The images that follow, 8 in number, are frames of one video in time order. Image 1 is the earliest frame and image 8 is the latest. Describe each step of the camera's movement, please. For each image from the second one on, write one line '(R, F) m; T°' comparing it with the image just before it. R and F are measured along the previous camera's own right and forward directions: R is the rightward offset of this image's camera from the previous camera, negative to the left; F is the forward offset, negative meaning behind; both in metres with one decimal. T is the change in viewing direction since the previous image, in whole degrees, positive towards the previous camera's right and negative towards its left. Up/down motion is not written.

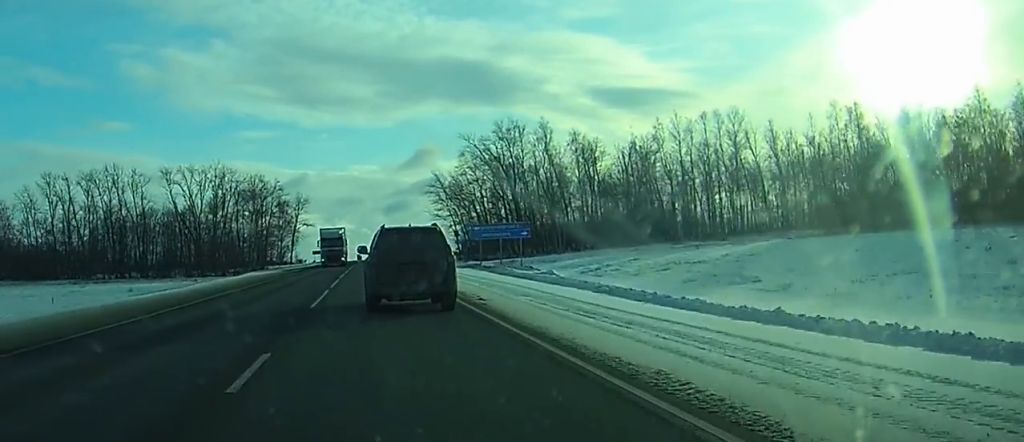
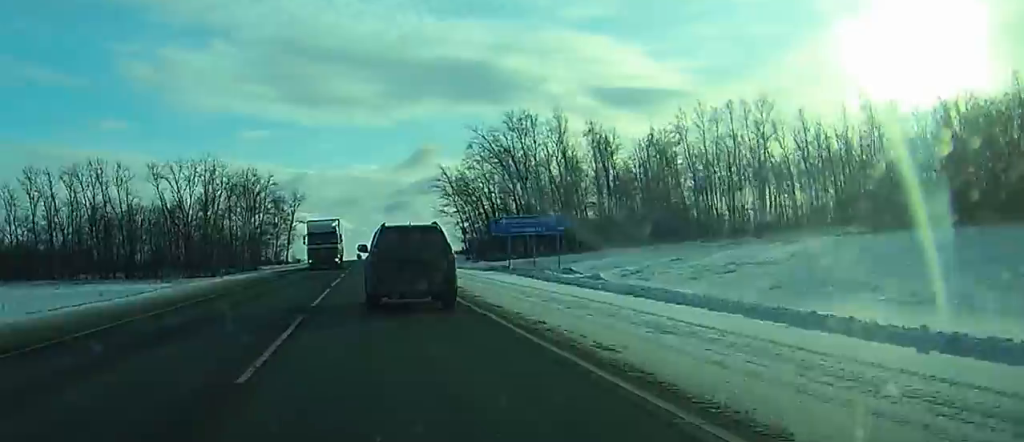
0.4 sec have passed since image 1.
(0.0, +13.7) m; 0°
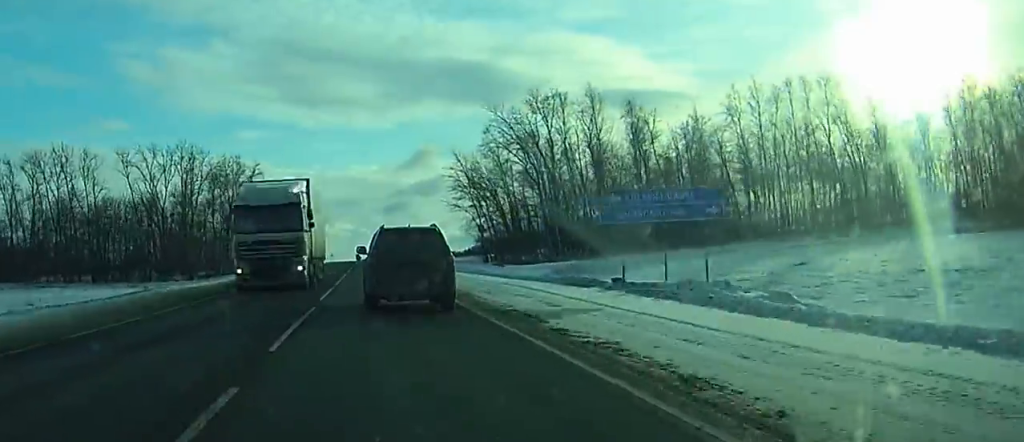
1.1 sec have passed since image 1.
(0.0, +25.2) m; 0°
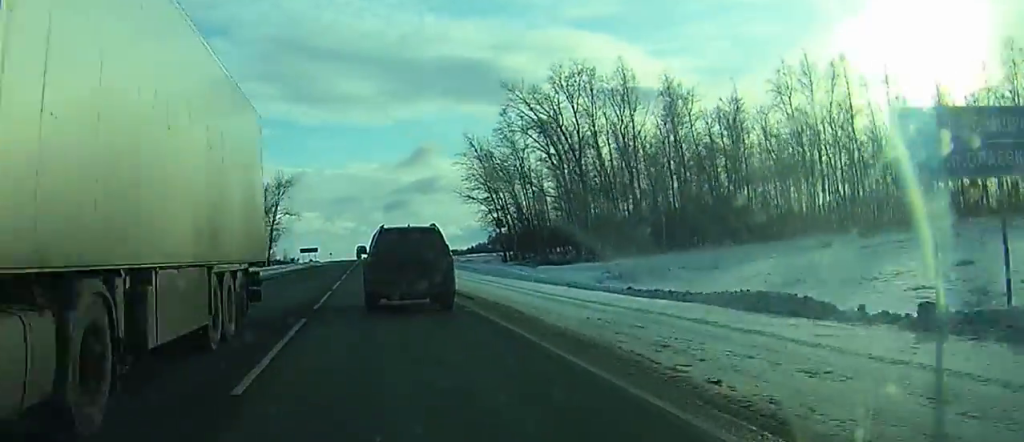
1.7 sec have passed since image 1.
(0.0, +18.4) m; 0°
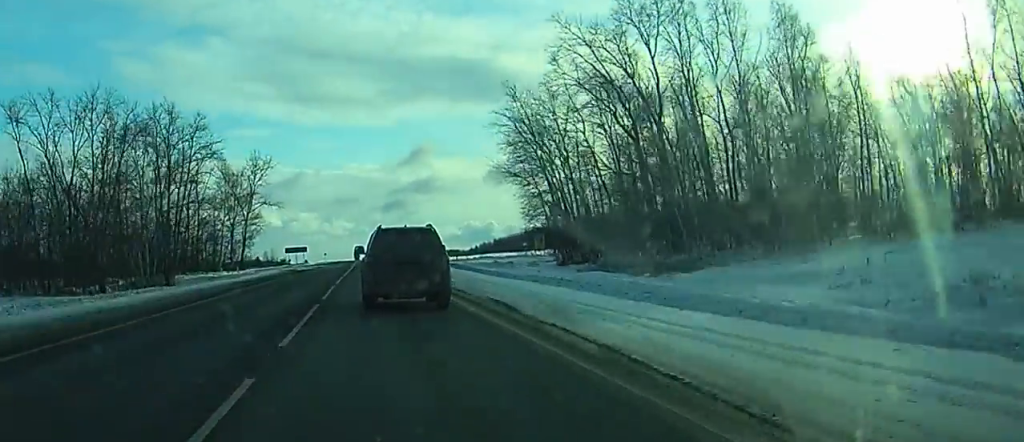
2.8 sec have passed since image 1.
(0.0, +36.1) m; 0°
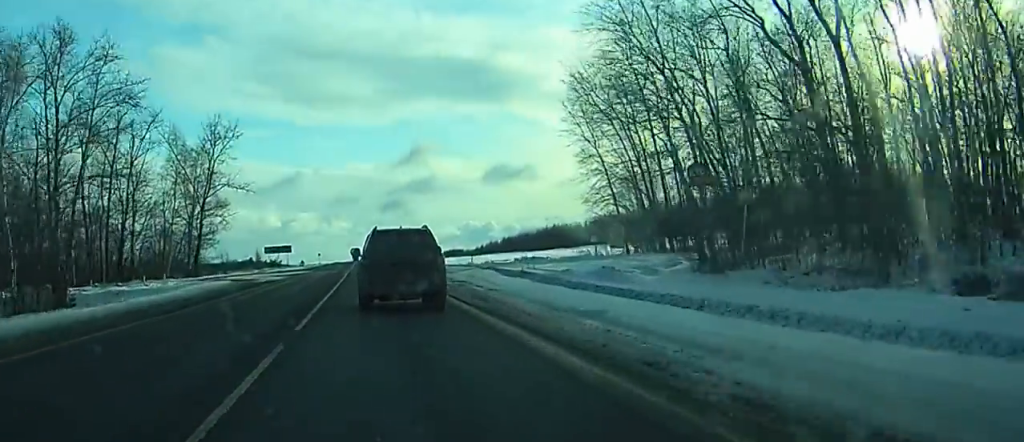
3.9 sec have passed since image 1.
(-0.1, +32.3) m; 0°
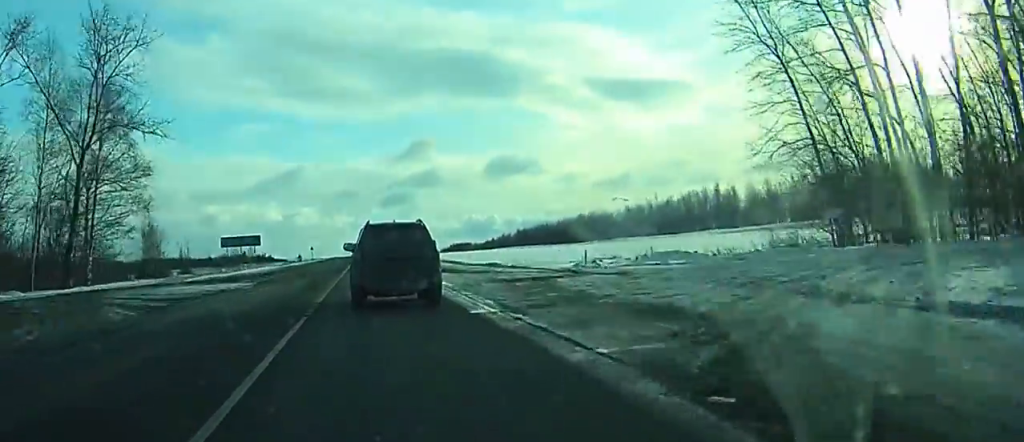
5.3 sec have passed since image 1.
(-0.3, +31.6) m; -1°
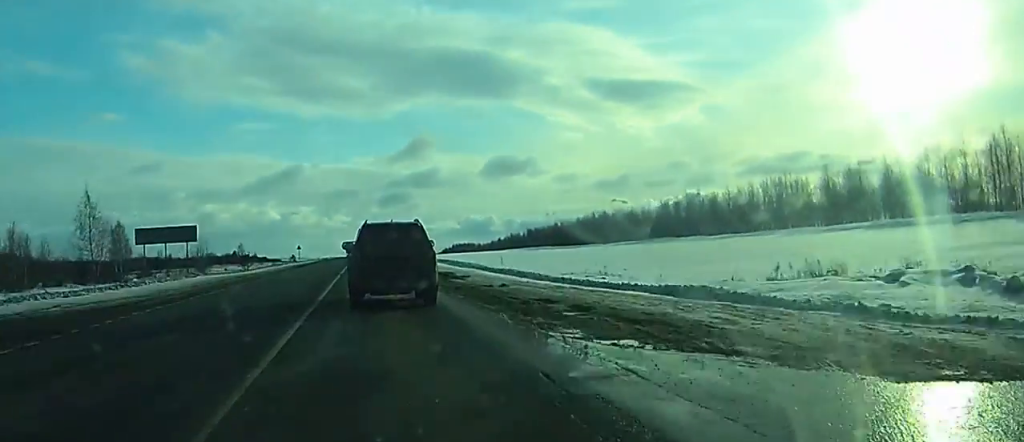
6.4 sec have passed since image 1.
(0.0, +26.6) m; 0°
